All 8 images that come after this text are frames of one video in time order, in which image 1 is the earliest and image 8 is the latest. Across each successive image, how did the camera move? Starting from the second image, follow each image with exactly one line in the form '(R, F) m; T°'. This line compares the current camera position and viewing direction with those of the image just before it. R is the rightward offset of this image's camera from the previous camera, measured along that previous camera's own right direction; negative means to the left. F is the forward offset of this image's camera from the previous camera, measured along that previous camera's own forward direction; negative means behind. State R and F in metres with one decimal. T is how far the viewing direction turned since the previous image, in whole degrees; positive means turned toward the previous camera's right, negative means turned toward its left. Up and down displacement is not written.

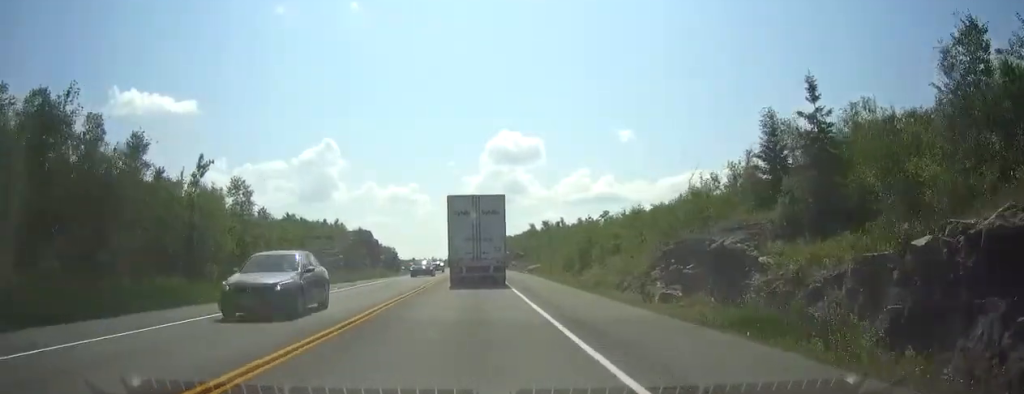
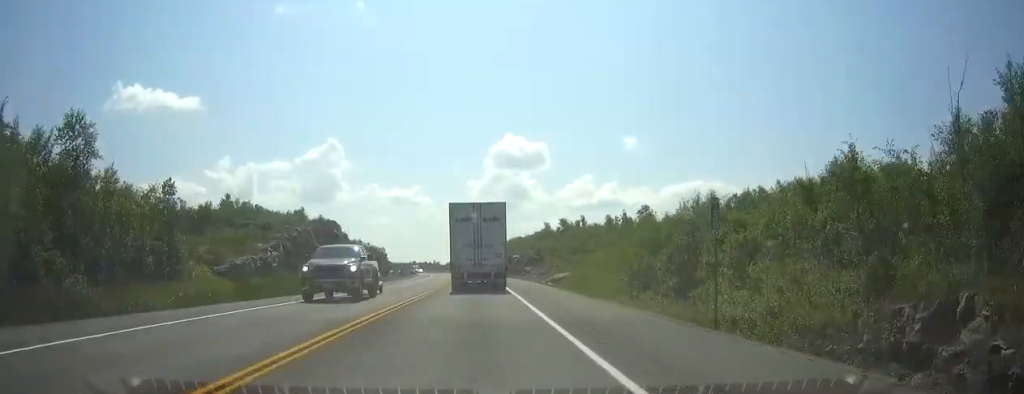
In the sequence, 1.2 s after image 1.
(0.0, +33.3) m; 0°
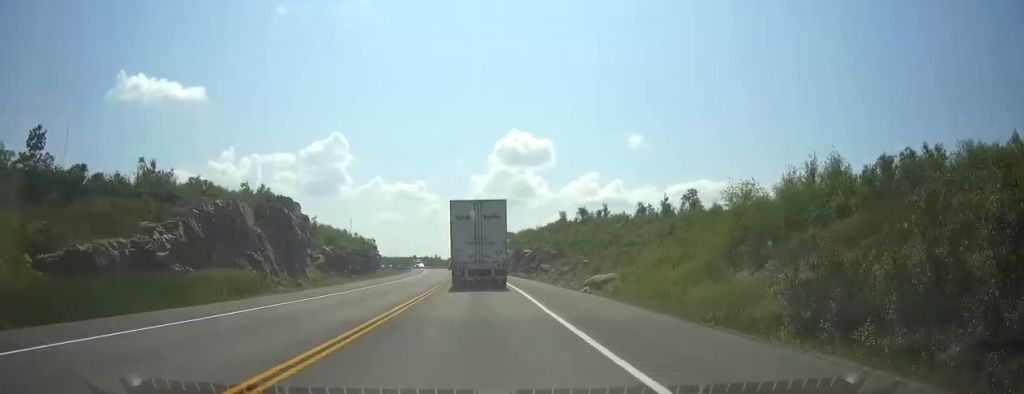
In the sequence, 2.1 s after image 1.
(-0.1, +24.3) m; 0°
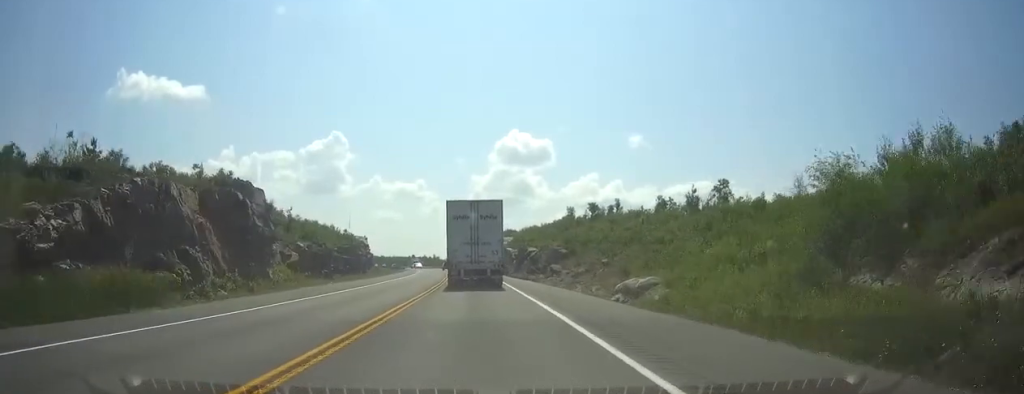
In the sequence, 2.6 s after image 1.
(0.0, +12.6) m; 0°
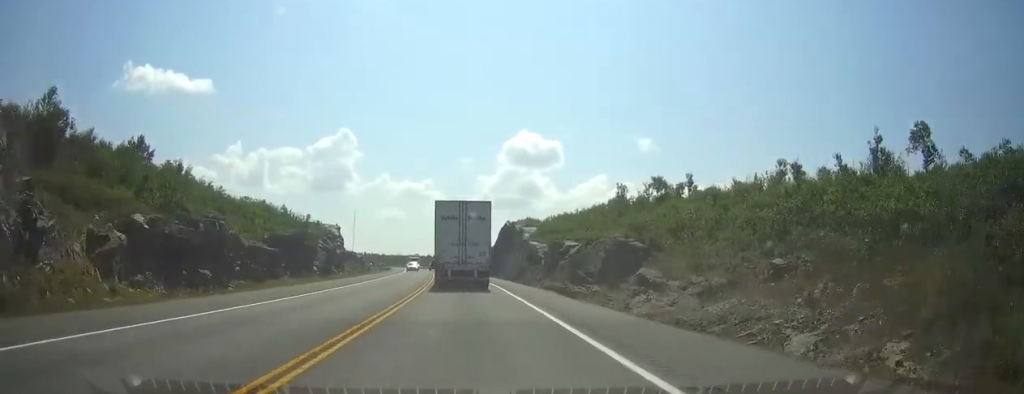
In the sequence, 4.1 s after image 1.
(-0.1, +39.9) m; -1°
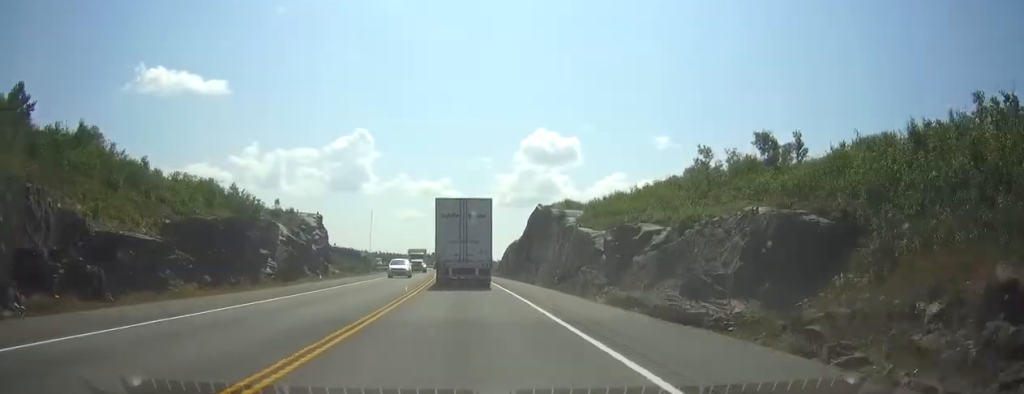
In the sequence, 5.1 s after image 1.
(-0.3, +27.3) m; -1°
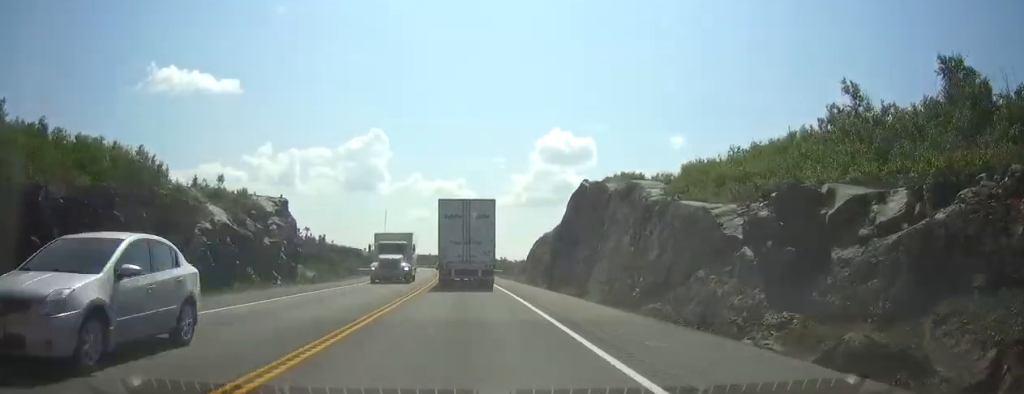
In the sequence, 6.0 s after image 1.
(-0.1, +24.7) m; 0°
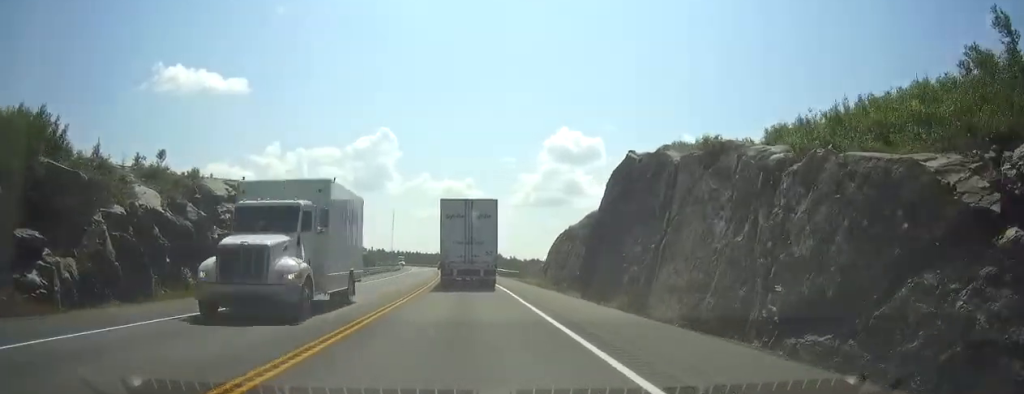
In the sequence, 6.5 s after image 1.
(0.0, +14.6) m; 0°
